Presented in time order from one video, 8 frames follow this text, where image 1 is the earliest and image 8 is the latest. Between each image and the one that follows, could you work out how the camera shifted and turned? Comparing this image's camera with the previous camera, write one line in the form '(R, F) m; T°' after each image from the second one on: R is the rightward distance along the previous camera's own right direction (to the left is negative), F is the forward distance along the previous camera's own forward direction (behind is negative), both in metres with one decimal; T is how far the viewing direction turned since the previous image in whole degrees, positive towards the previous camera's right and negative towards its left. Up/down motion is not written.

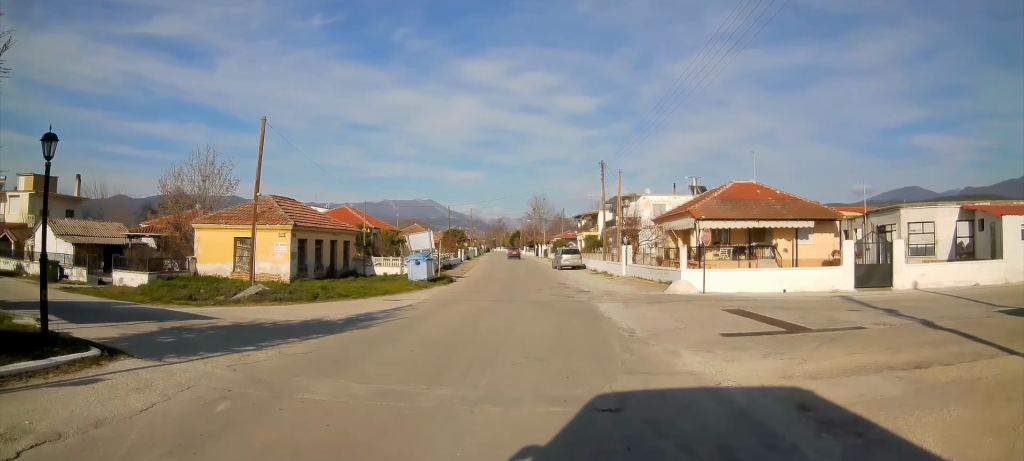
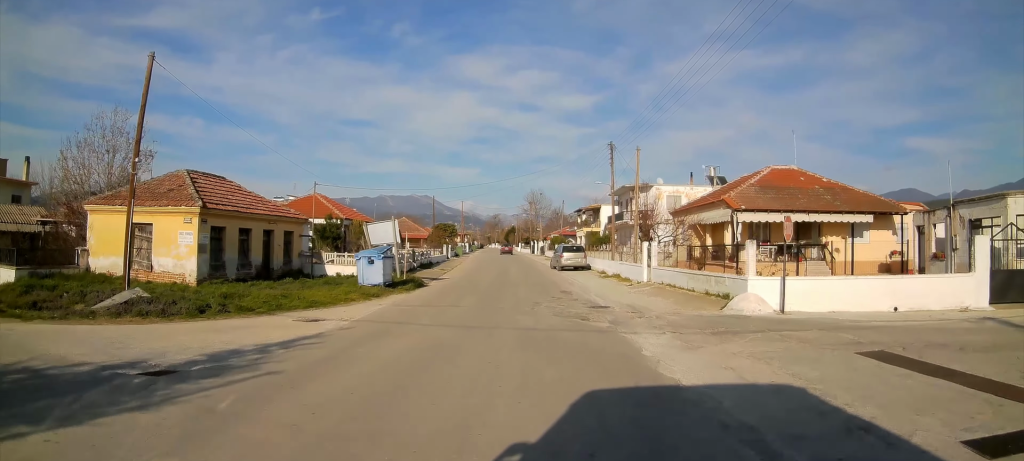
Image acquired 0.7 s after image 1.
(+0.2, +7.5) m; +2°
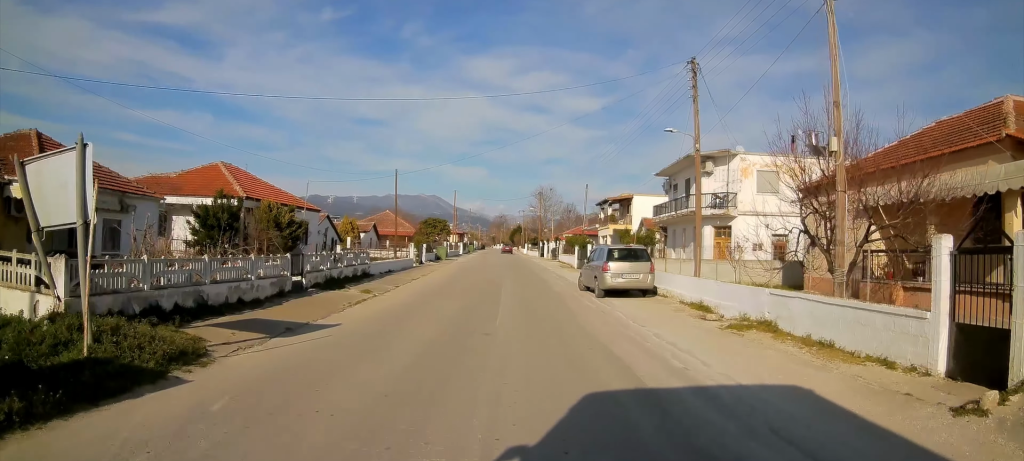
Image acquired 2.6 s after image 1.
(+0.4, +18.4) m; 0°
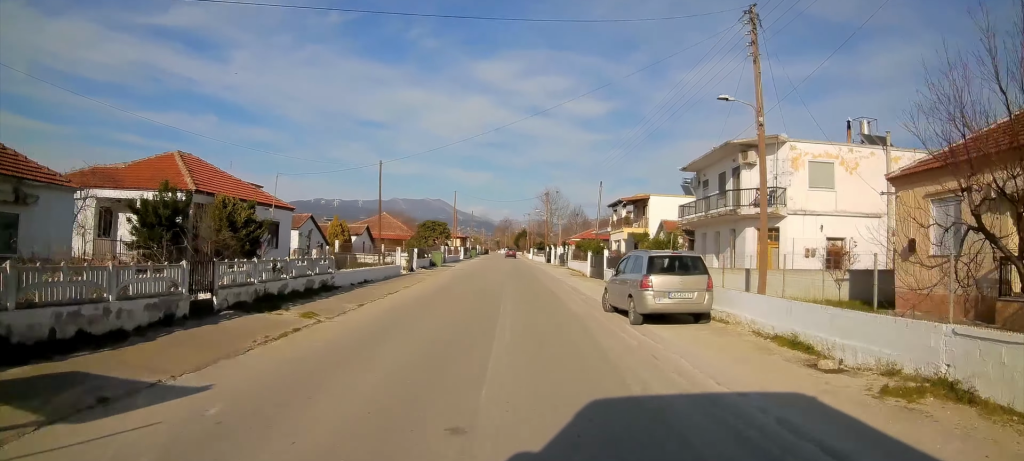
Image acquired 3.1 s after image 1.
(-0.2, +5.3) m; 0°
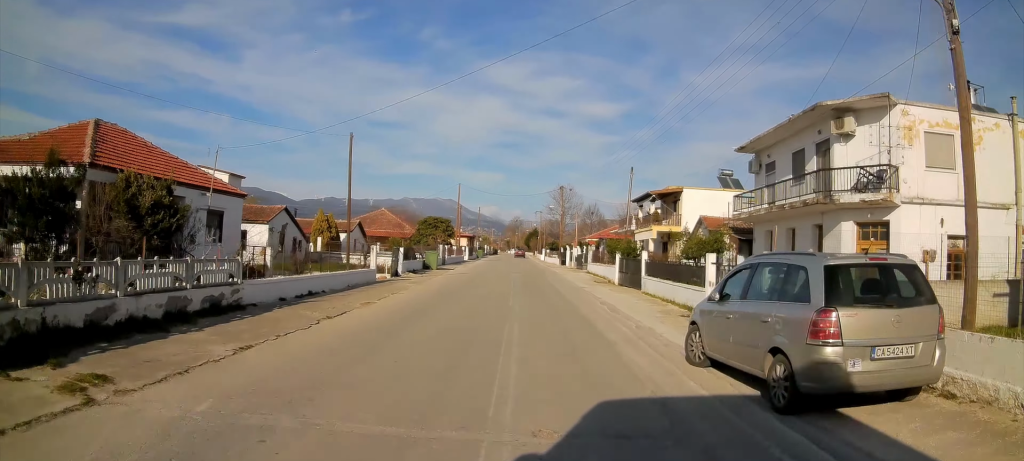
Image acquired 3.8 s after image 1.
(0.0, +7.4) m; 0°
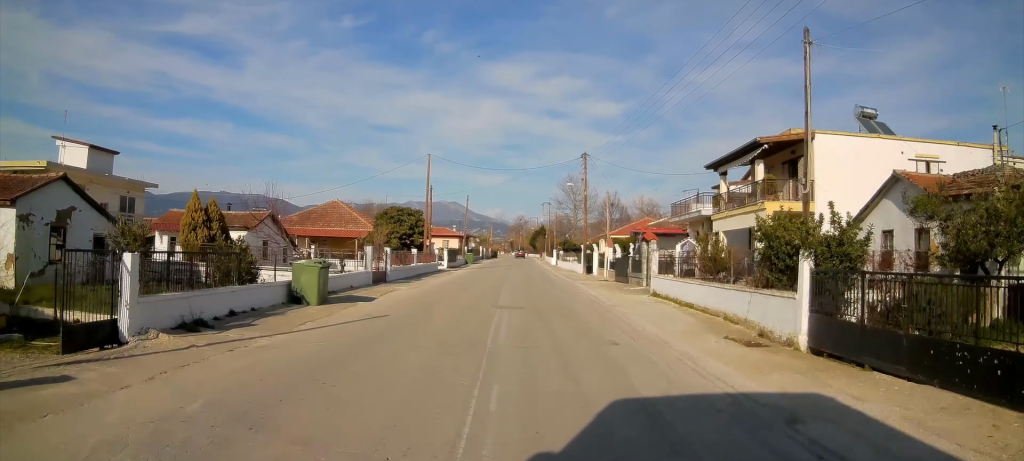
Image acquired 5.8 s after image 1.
(-0.5, +20.7) m; -4°
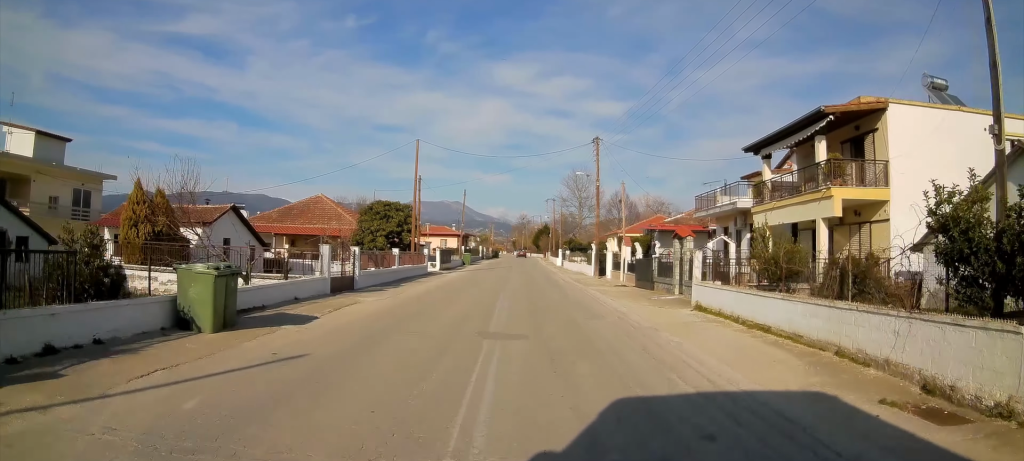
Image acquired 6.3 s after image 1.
(-0.1, +5.4) m; 0°
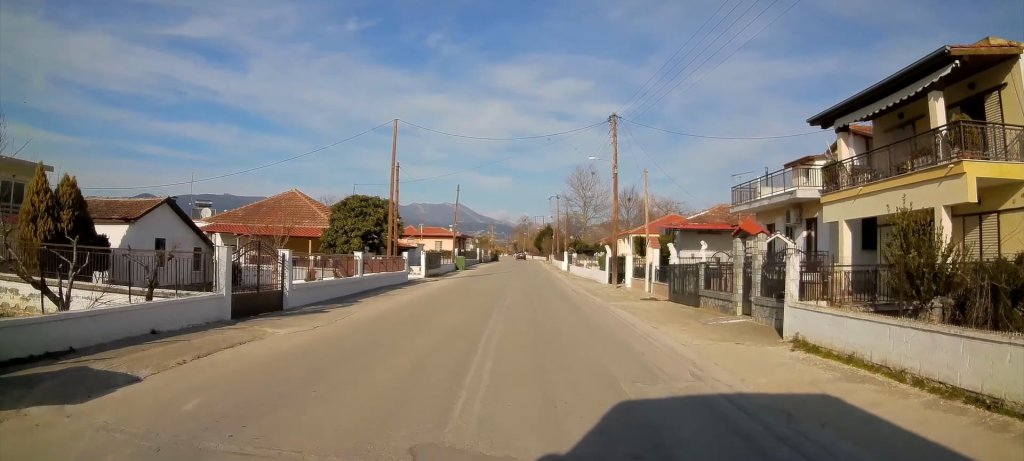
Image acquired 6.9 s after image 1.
(+0.1, +6.6) m; +1°
